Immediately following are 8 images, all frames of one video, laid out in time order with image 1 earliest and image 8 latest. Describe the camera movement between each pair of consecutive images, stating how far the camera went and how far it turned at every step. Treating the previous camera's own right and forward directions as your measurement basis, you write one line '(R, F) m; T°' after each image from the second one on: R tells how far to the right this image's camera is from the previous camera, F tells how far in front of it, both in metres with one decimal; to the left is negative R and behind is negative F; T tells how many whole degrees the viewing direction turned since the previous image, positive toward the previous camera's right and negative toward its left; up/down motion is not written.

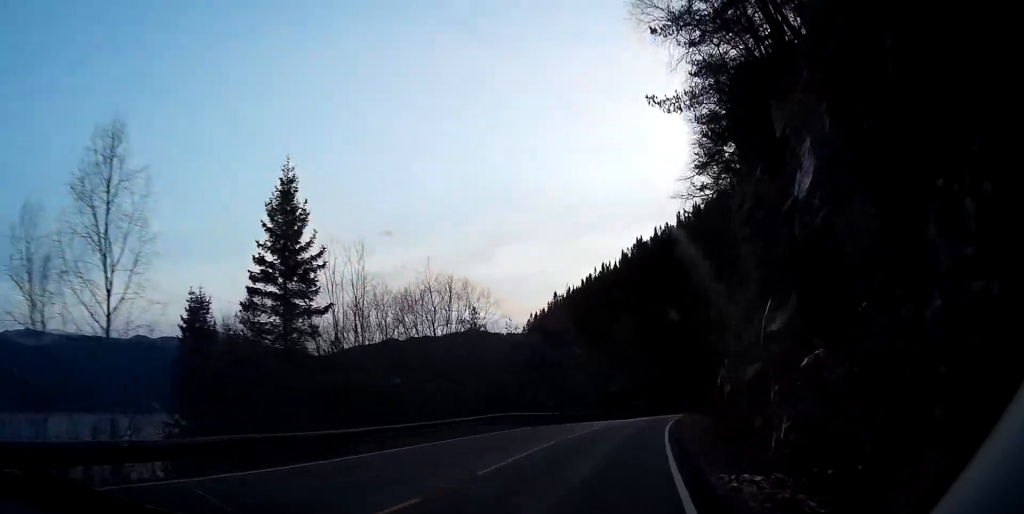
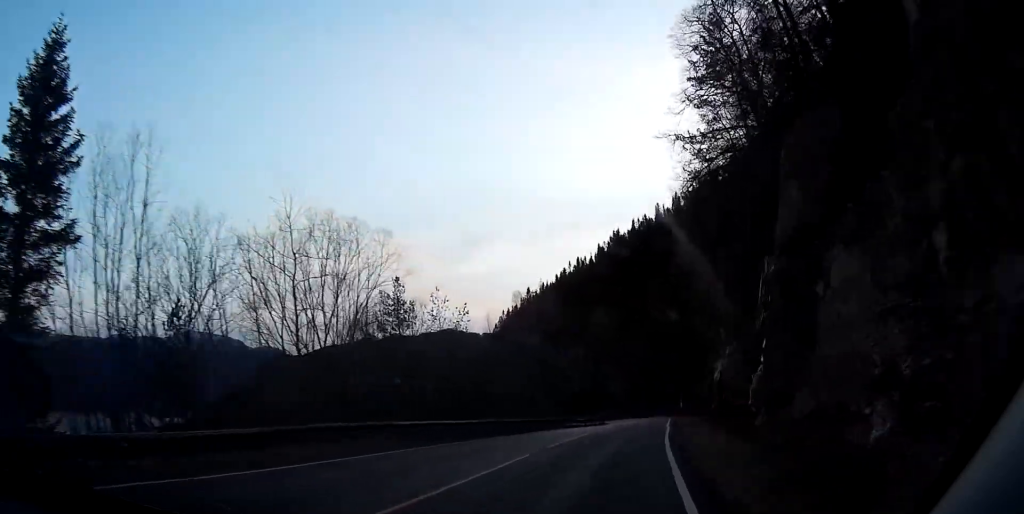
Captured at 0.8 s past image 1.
(+0.4, +15.8) m; +3°
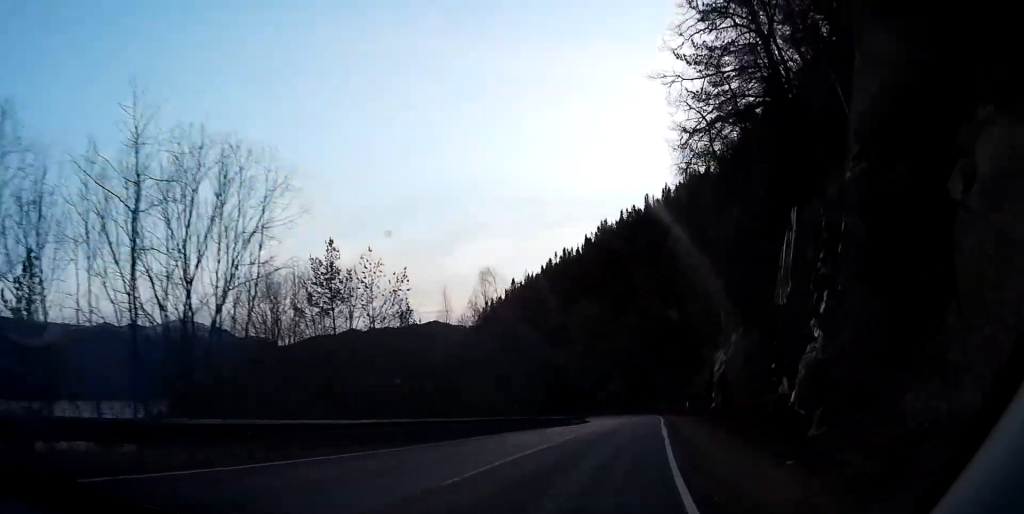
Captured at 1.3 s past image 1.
(+0.1, +9.5) m; +2°
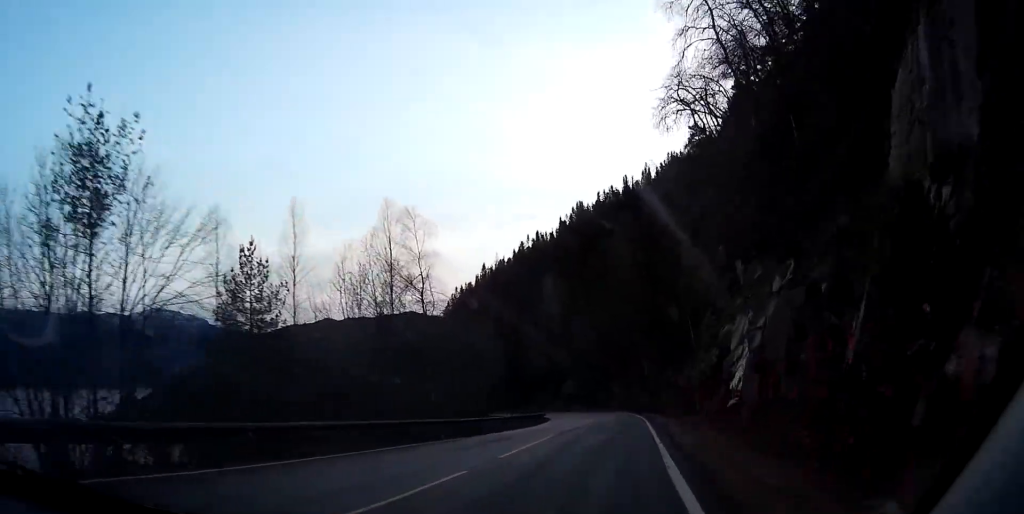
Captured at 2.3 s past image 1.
(+0.4, +18.9) m; +1°
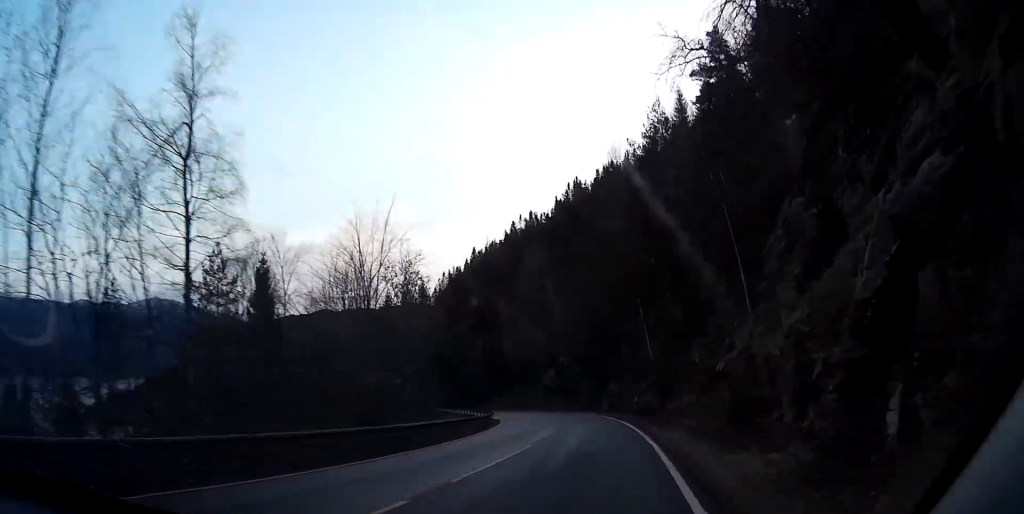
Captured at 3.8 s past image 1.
(0.0, +26.8) m; 0°
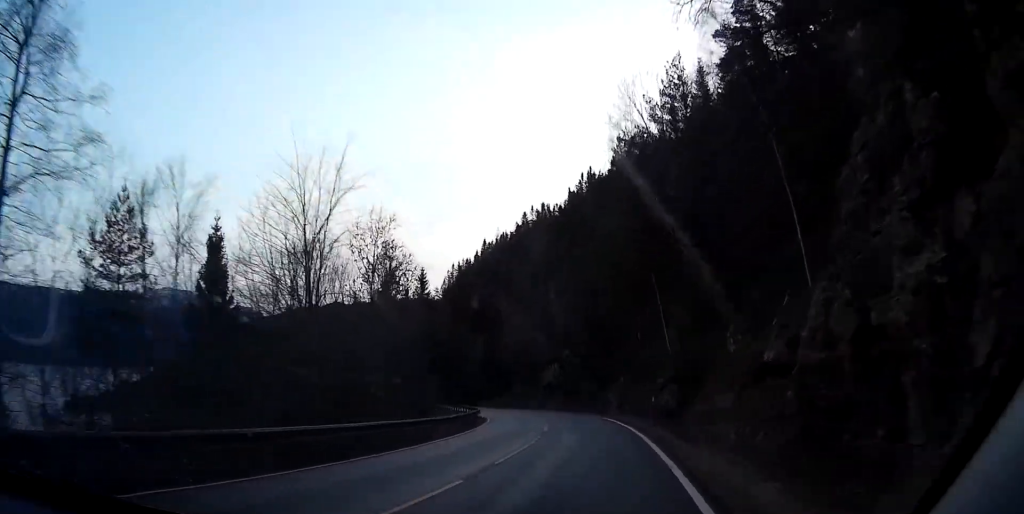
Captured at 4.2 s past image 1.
(+0.1, +8.8) m; -1°
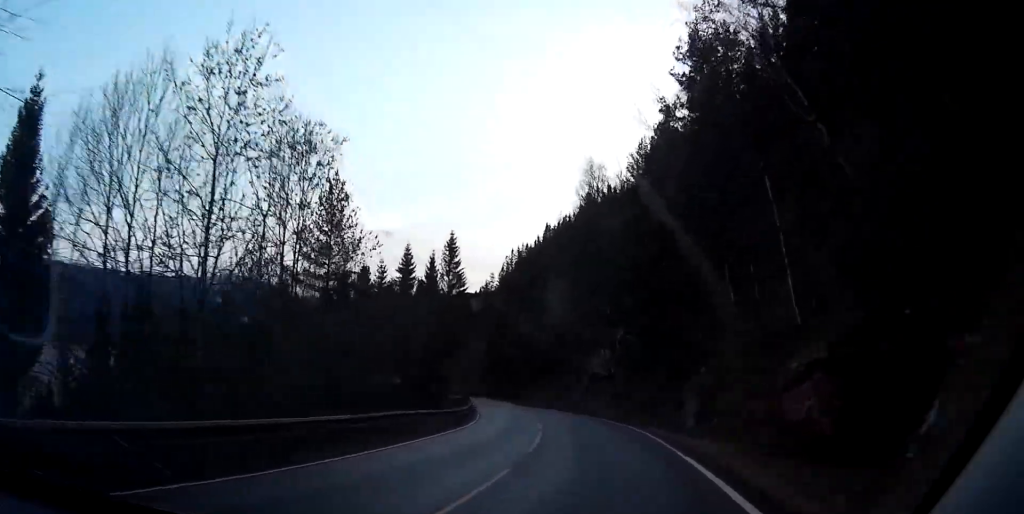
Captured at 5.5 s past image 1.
(-0.5, +23.5) m; -2°
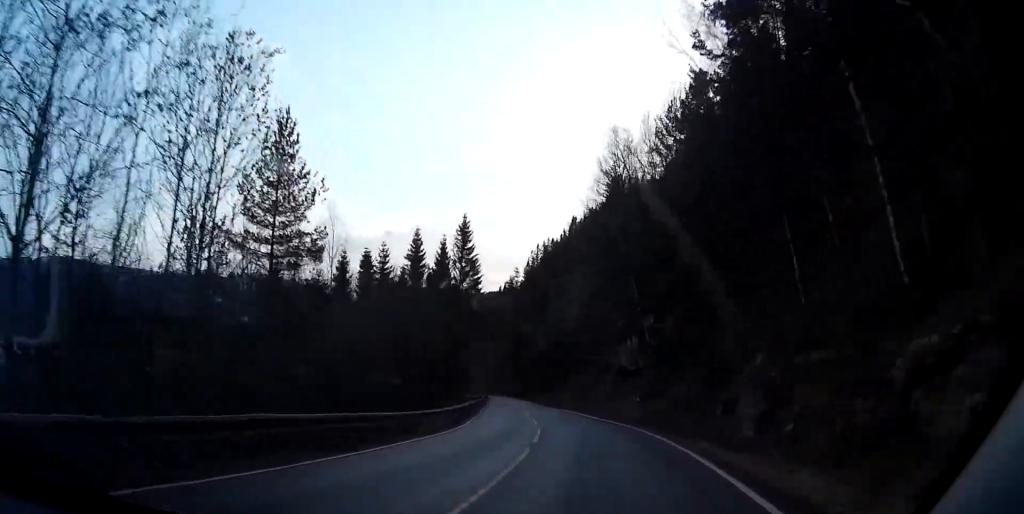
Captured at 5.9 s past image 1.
(+0.1, +8.9) m; -1°
